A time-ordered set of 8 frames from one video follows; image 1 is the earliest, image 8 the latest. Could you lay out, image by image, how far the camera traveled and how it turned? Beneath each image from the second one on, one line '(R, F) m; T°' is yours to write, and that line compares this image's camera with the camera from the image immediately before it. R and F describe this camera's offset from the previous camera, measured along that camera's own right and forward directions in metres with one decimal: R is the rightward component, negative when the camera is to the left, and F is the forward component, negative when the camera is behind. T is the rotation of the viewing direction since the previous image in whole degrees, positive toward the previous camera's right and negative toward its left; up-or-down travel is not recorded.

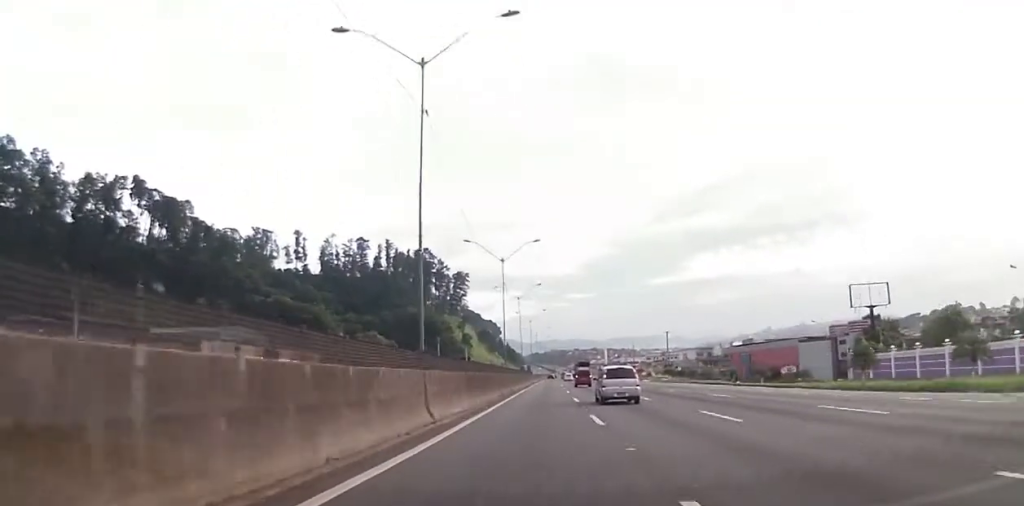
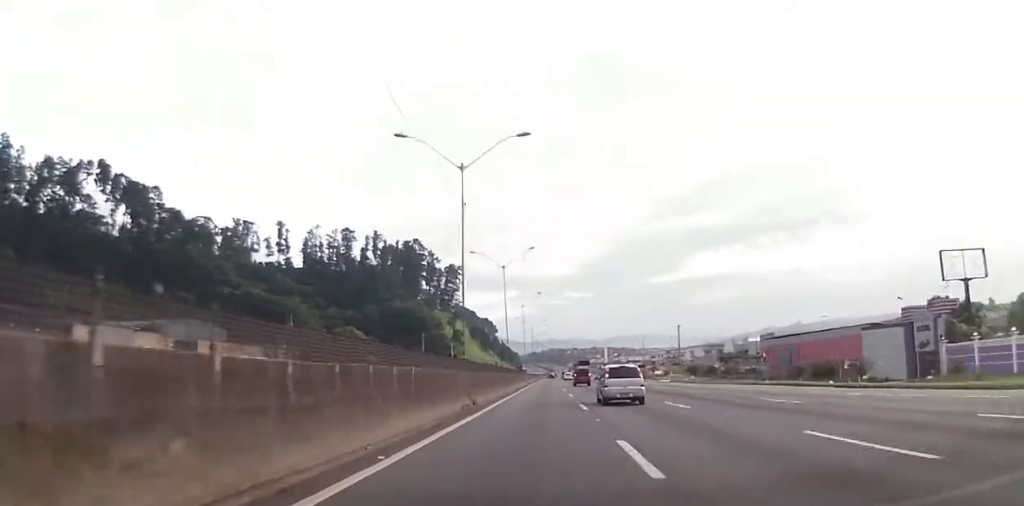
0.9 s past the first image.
(-0.4, +24.8) m; -1°
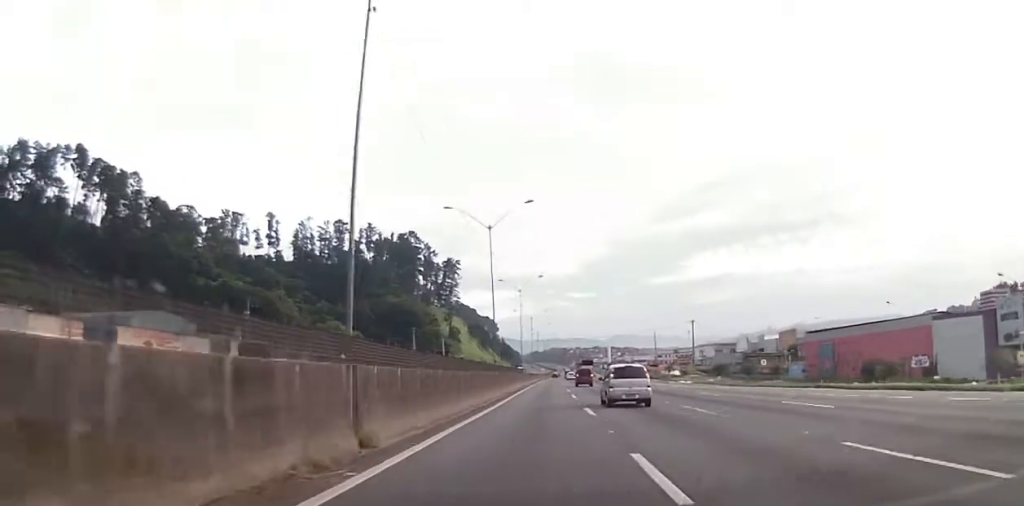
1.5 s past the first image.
(-0.1, +17.5) m; 0°
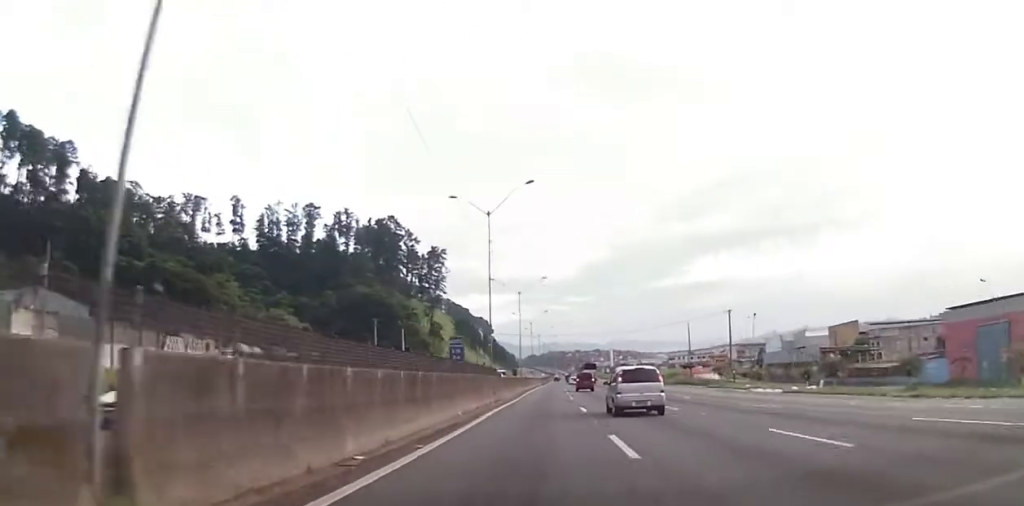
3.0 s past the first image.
(+0.7, +41.6) m; 0°
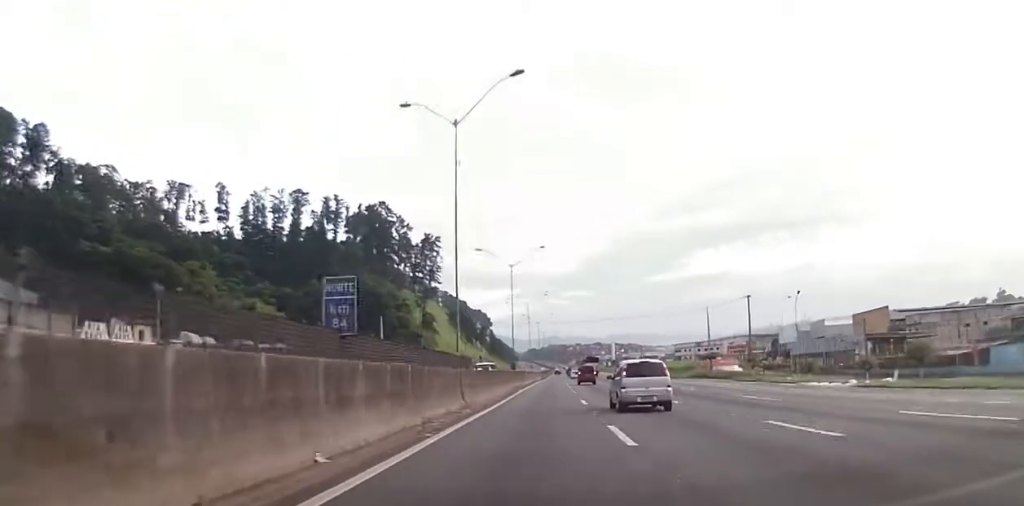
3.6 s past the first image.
(-0.3, +14.9) m; 0°
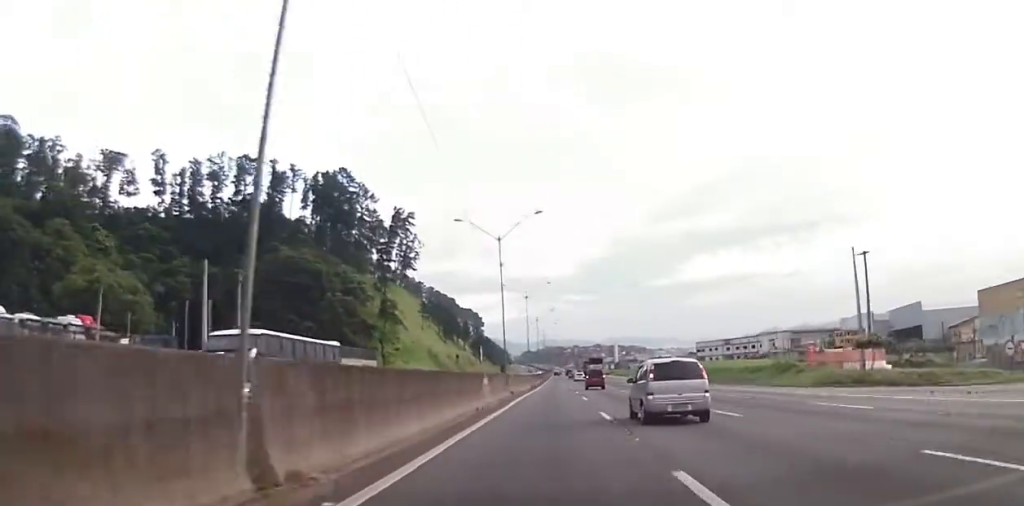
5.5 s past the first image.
(+0.6, +53.4) m; +1°
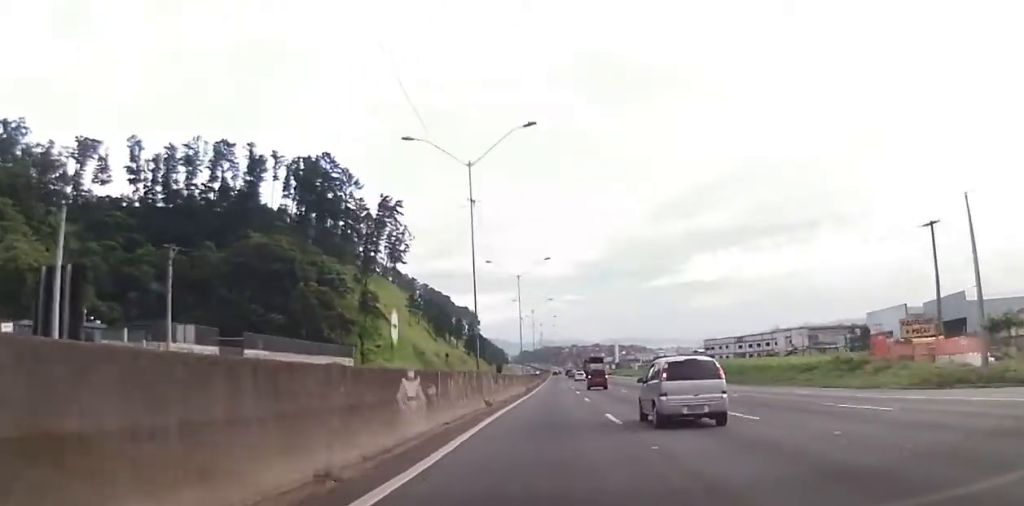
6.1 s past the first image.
(0.0, +17.0) m; 0°
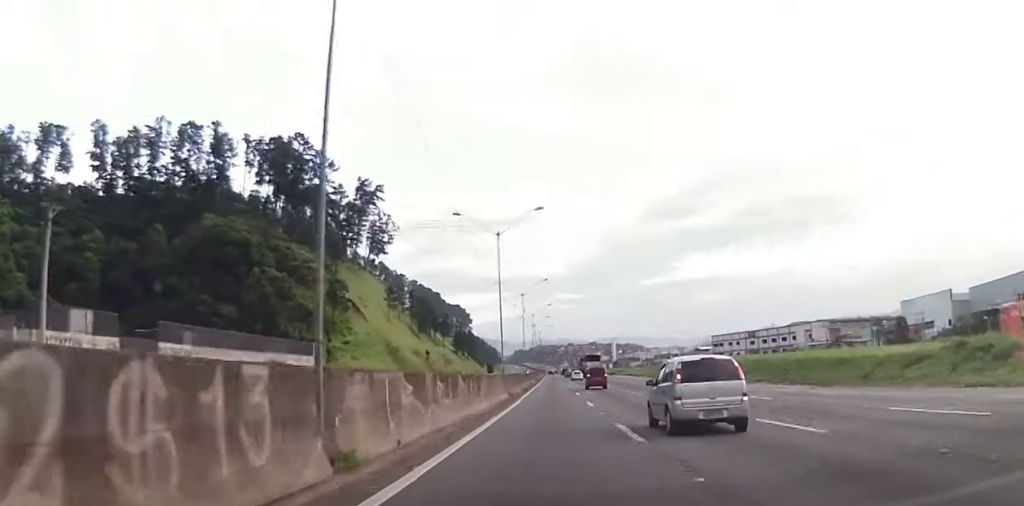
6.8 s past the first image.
(0.0, +20.0) m; 0°
